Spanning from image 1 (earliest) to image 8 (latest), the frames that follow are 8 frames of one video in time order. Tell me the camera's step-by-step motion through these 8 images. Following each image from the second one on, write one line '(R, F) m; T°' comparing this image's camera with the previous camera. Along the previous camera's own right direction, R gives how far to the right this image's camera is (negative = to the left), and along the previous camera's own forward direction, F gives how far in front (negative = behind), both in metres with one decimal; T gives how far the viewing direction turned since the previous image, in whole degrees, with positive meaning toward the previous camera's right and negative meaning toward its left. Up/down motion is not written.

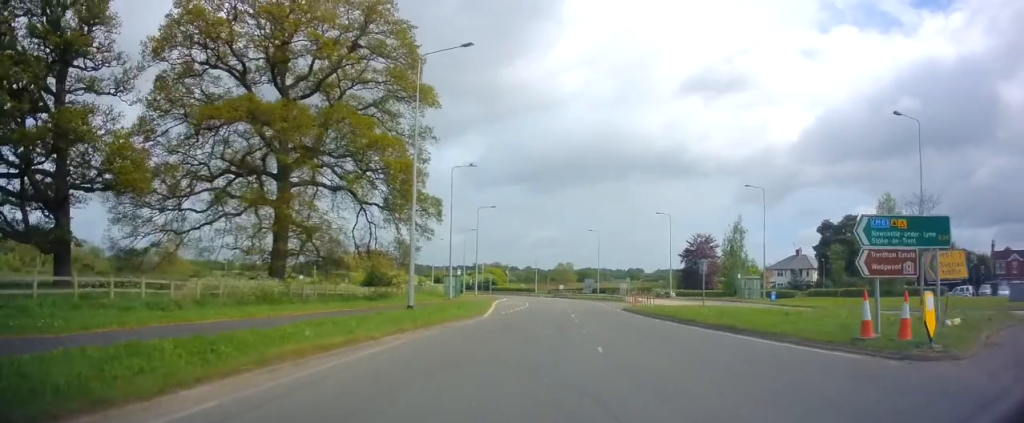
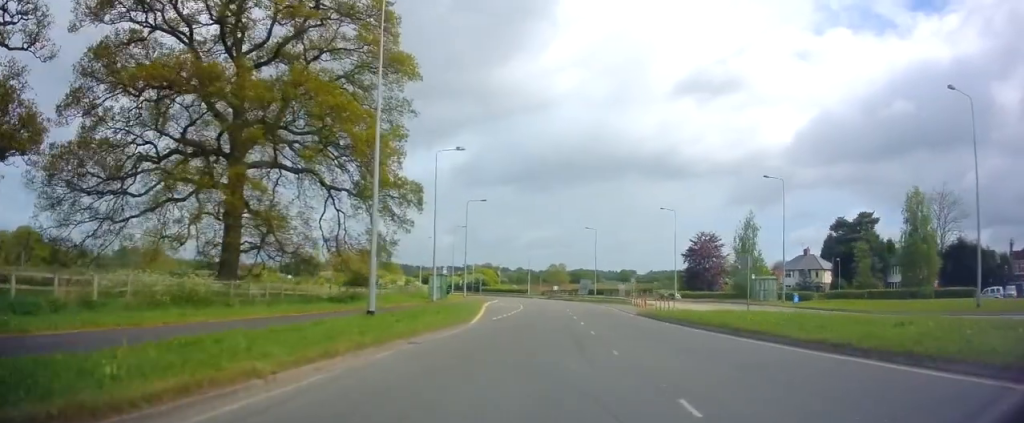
(0.0, +6.1) m; +2°
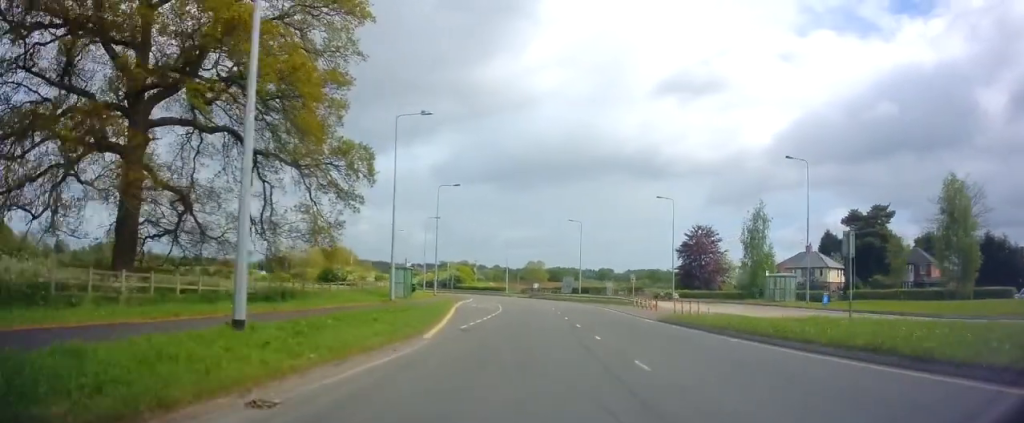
(+0.2, +8.4) m; +3°
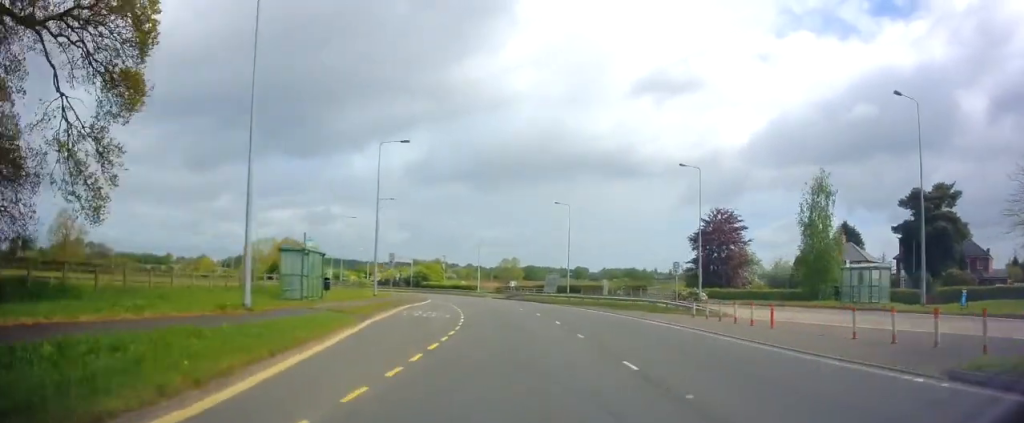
(+0.6, +17.7) m; +2°
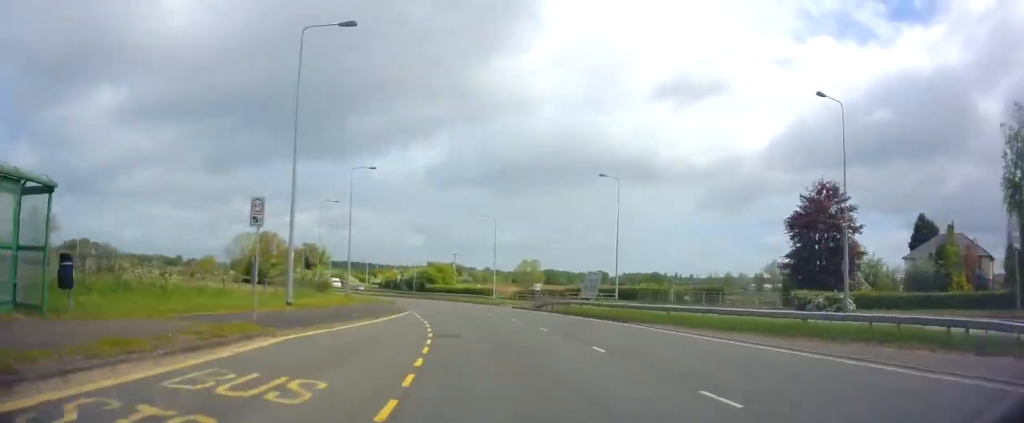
(-0.1, +20.9) m; -2°
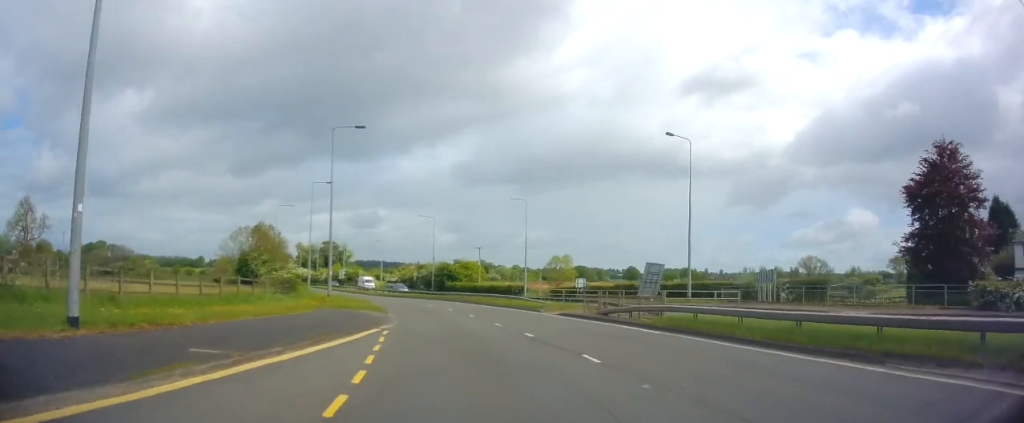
(-0.4, +14.1) m; -2°
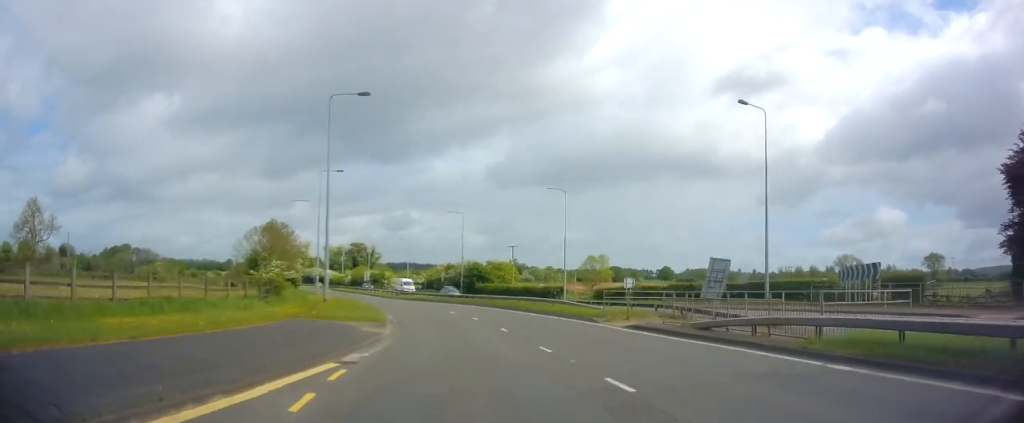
(-0.1, +7.8) m; -3°
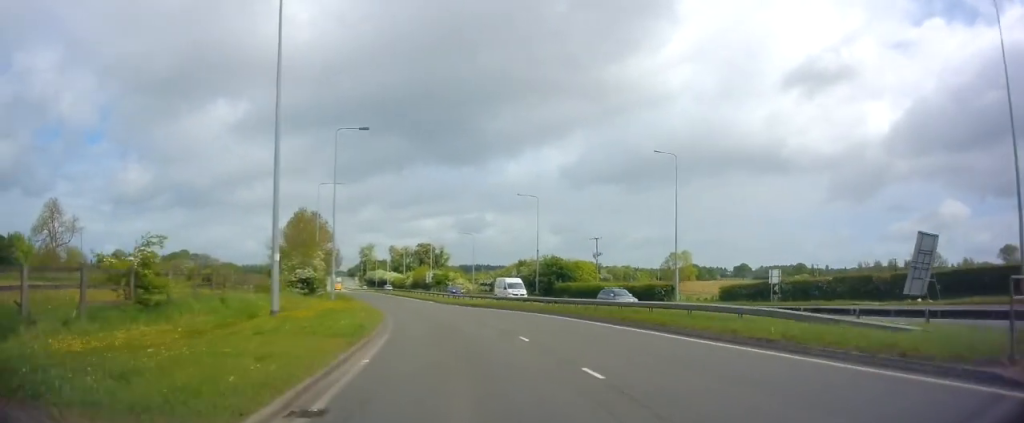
(-1.0, +15.8) m; -8°
